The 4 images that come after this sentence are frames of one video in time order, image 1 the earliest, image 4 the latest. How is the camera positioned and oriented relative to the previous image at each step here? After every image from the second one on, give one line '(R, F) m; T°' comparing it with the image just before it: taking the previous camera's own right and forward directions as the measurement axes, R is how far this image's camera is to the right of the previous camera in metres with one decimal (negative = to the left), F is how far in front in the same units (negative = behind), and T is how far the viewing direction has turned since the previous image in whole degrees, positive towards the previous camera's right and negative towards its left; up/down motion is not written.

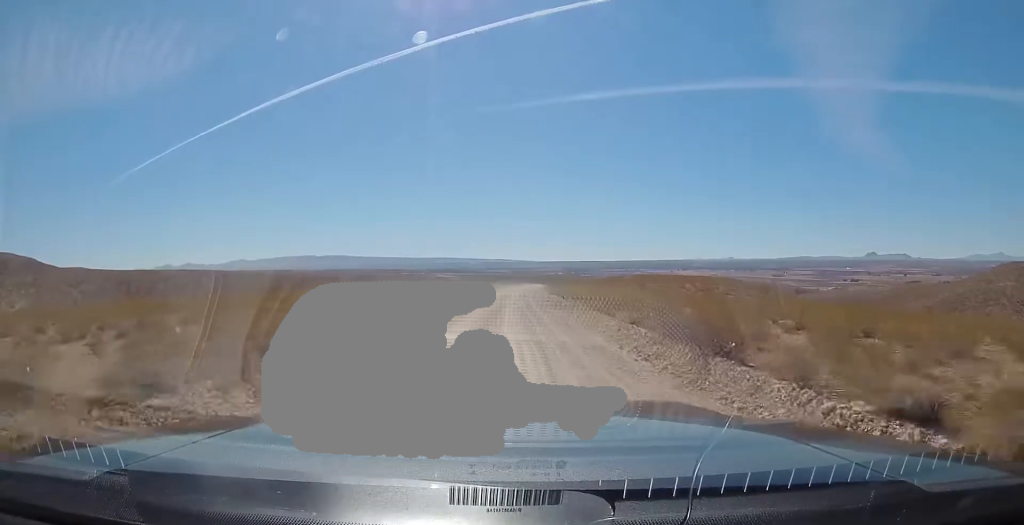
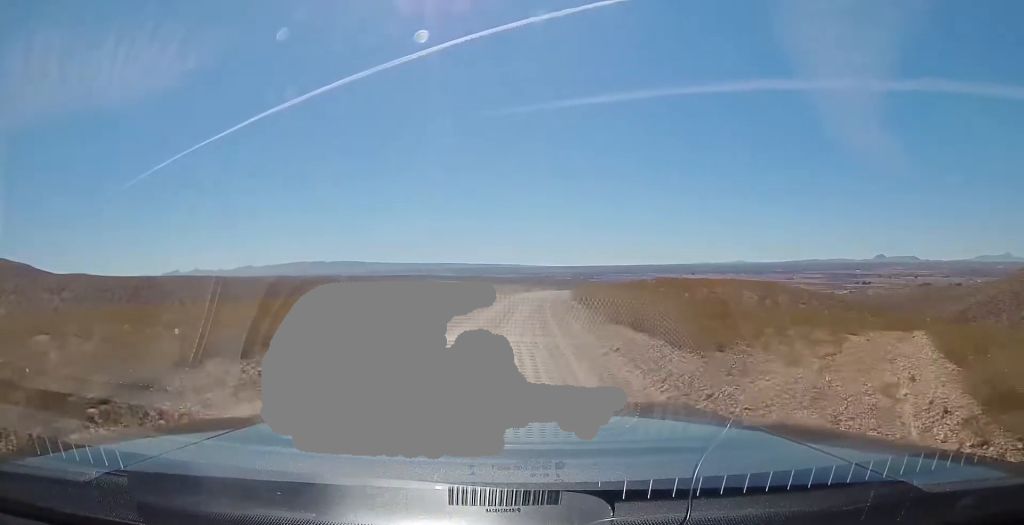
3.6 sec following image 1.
(0.0, +29.0) m; 0°
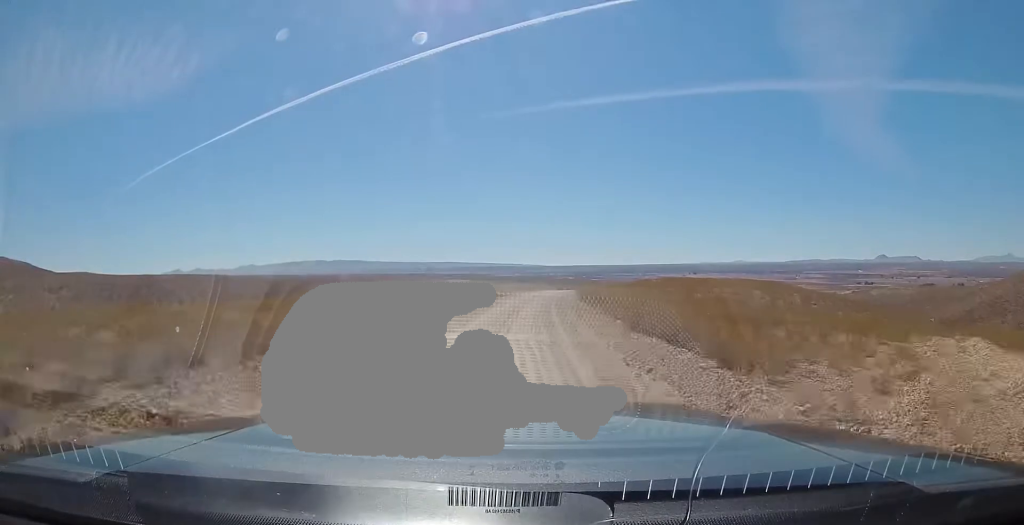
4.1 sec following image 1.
(0.0, +3.5) m; 0°
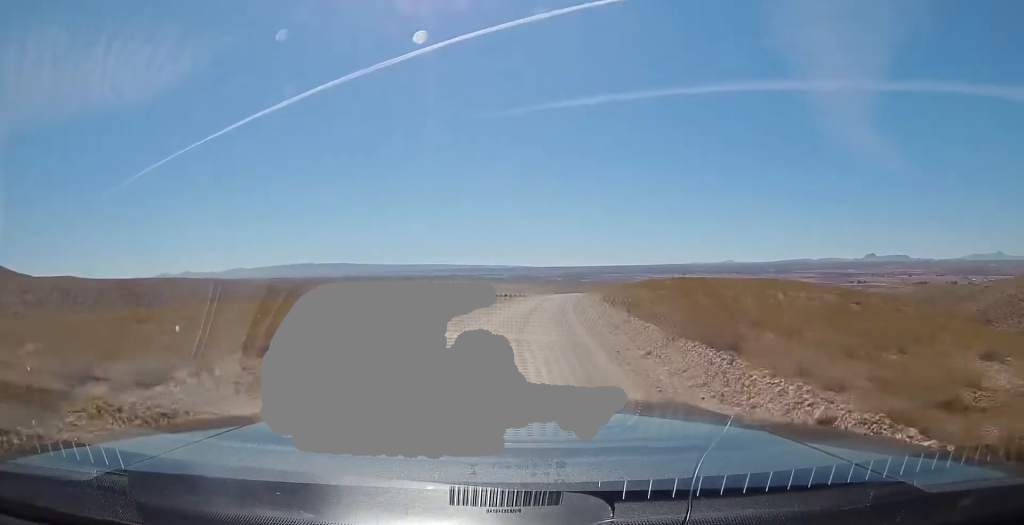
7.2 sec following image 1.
(-0.4, +26.1) m; +3°
